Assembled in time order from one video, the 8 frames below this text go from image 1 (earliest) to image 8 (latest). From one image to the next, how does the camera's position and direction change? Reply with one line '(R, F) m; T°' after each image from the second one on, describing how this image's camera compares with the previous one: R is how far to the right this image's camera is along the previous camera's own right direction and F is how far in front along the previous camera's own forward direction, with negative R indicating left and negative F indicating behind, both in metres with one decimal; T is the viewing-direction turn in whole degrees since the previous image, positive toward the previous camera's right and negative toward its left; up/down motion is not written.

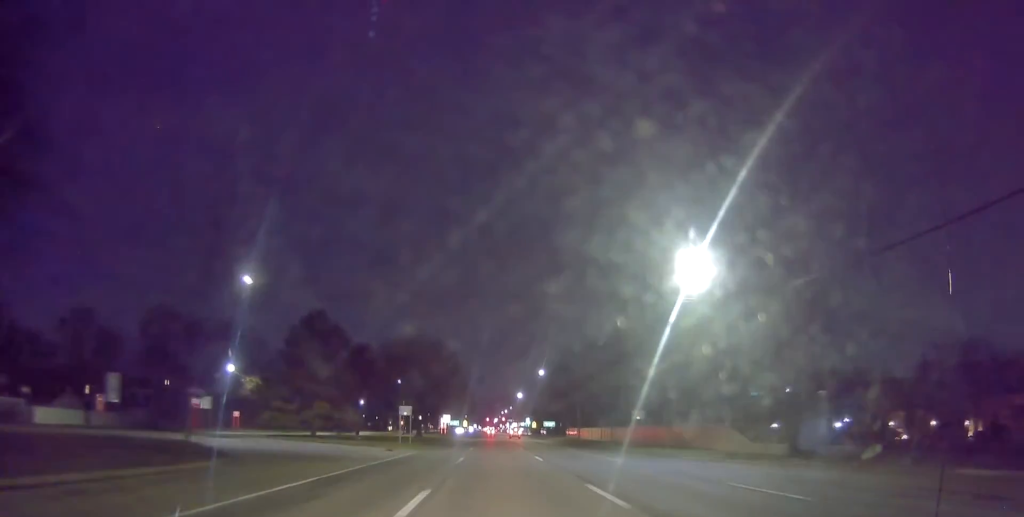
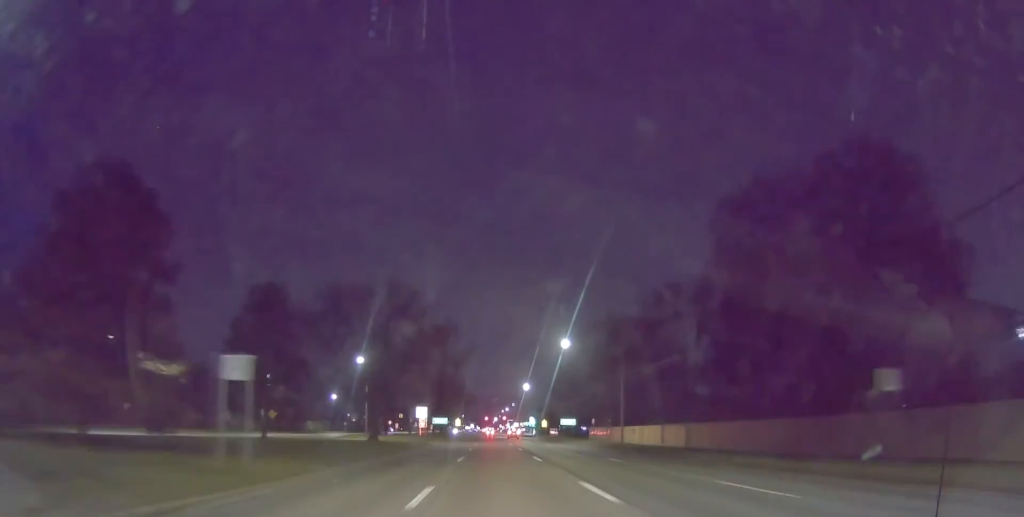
(-0.2, +31.9) m; +1°
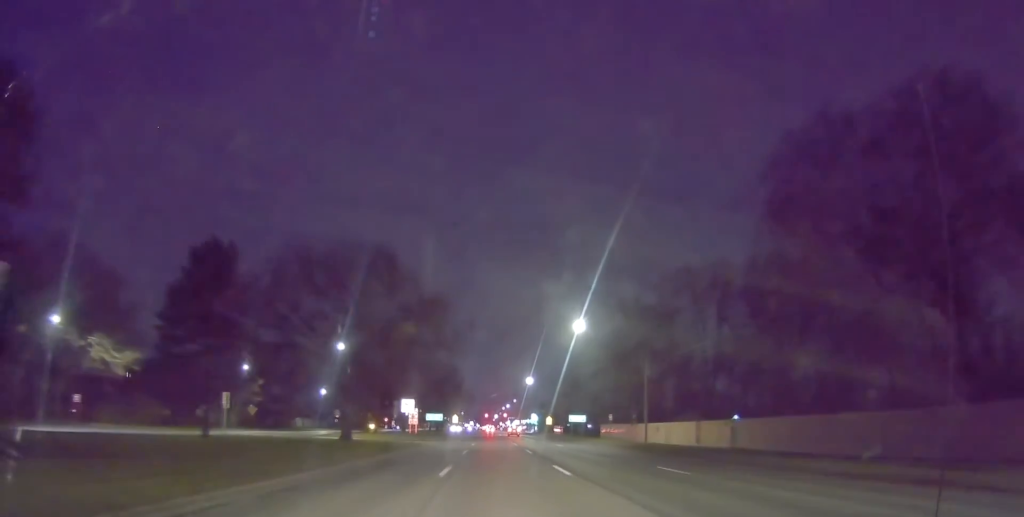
(0.0, +9.9) m; 0°
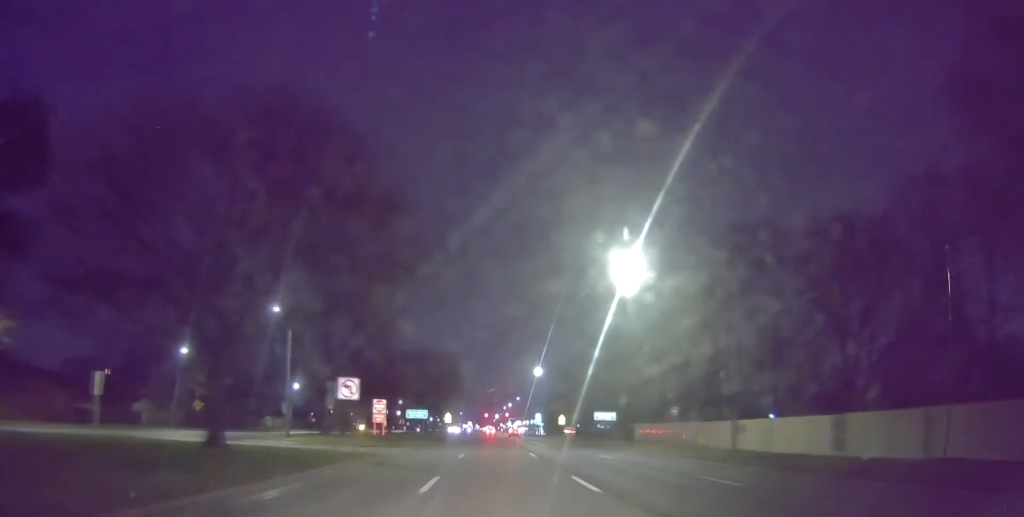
(0.0, +20.4) m; 0°
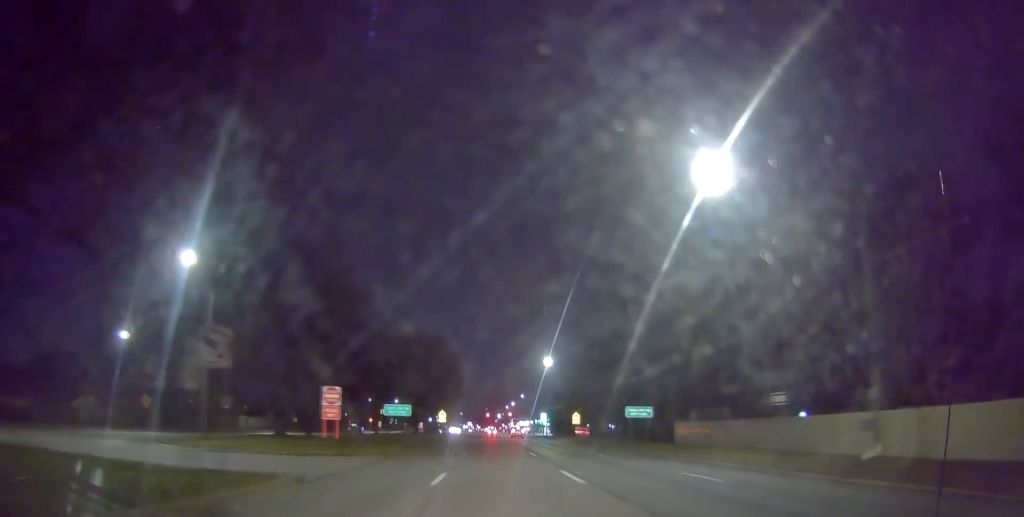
(0.0, +14.0) m; -1°
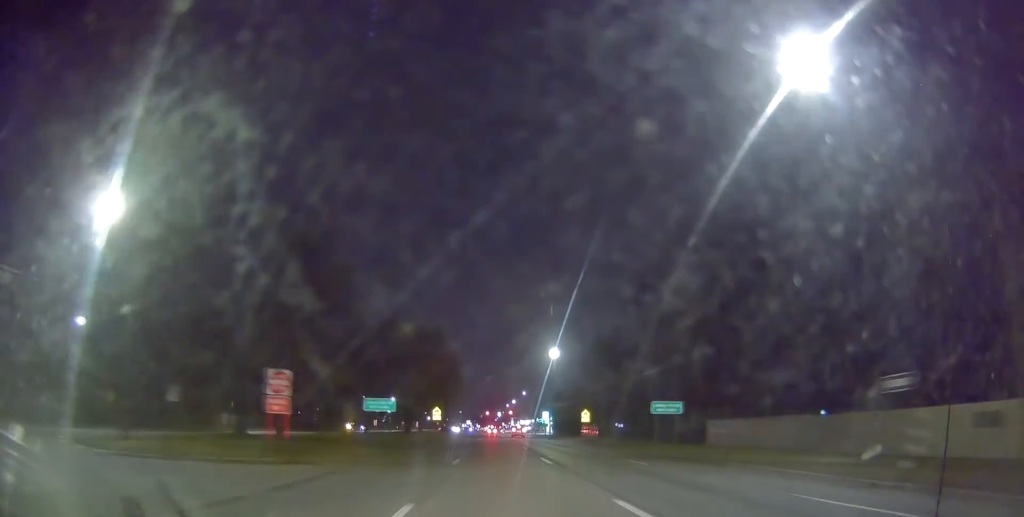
(-0.1, +7.8) m; 0°
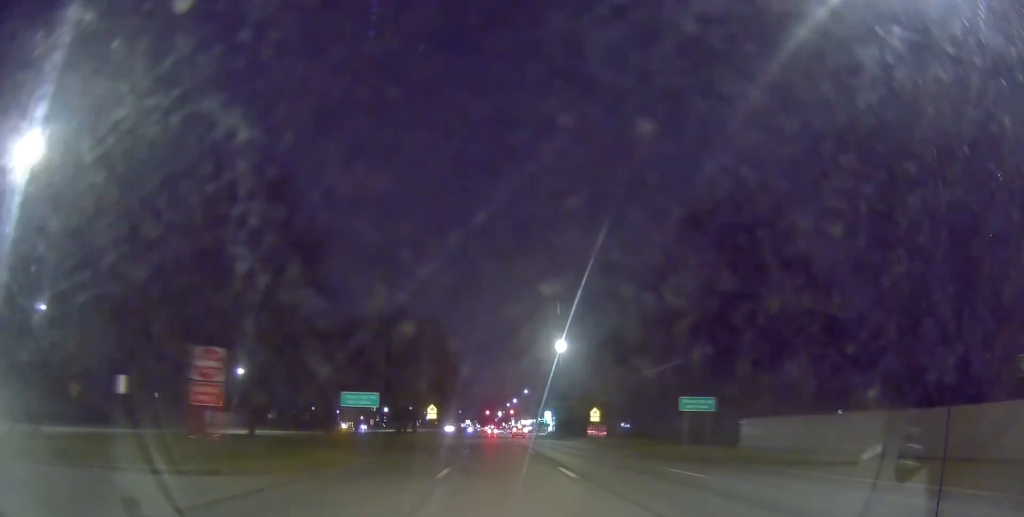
(-0.2, +6.2) m; 0°
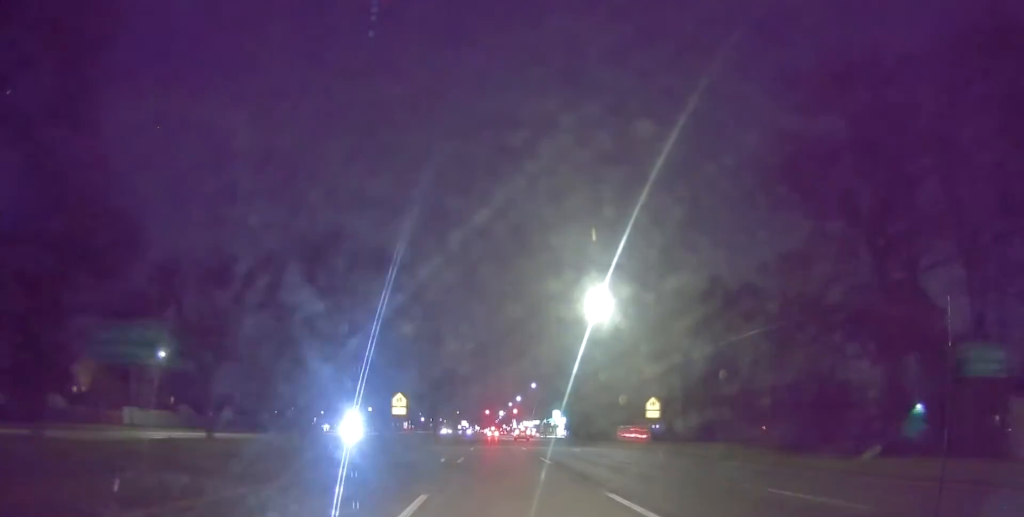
(+0.4, +22.9) m; +1°
